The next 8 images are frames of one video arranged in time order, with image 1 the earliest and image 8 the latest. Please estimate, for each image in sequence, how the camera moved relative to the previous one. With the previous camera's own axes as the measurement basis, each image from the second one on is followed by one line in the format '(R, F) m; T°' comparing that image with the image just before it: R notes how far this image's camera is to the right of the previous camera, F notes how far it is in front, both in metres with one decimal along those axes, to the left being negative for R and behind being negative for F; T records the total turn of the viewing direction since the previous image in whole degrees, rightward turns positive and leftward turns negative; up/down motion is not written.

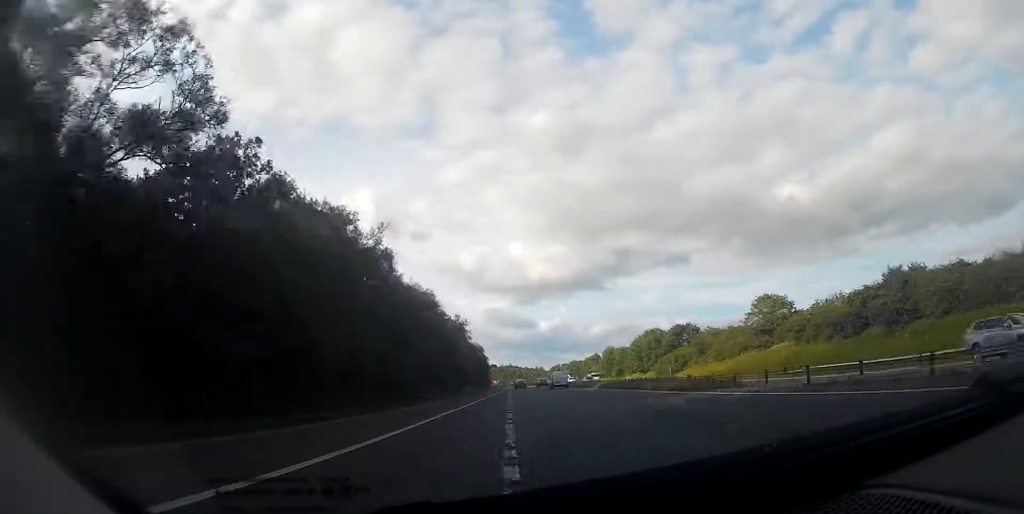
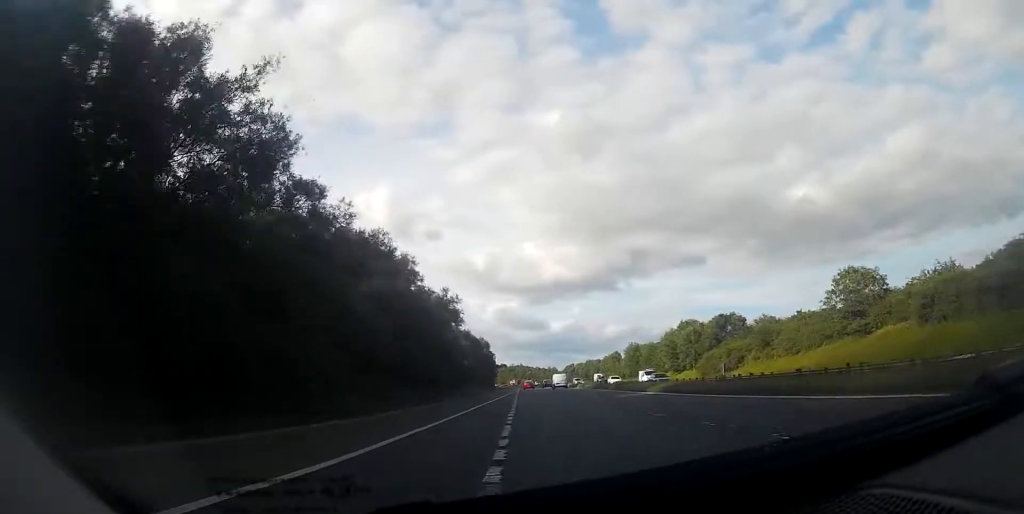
(0.0, +21.9) m; 0°
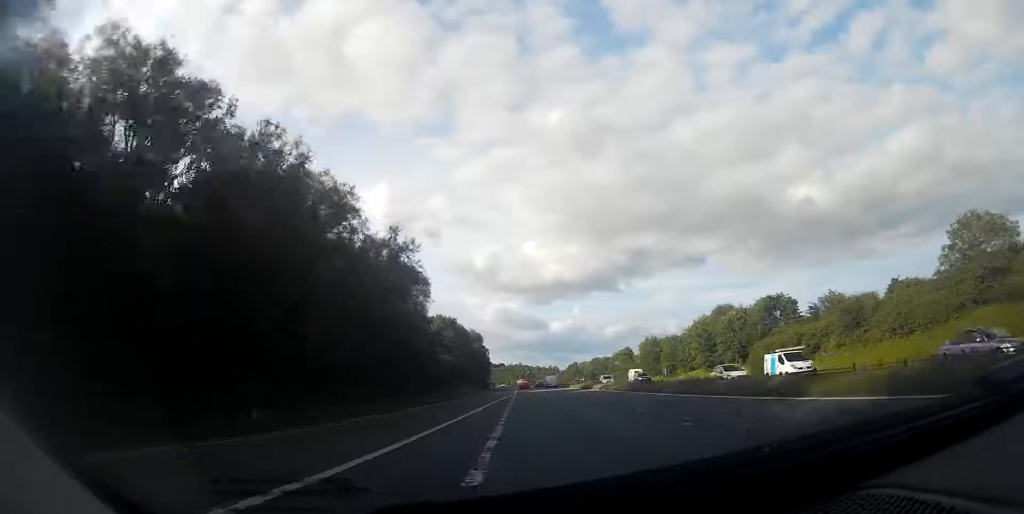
(-0.1, +21.9) m; -1°
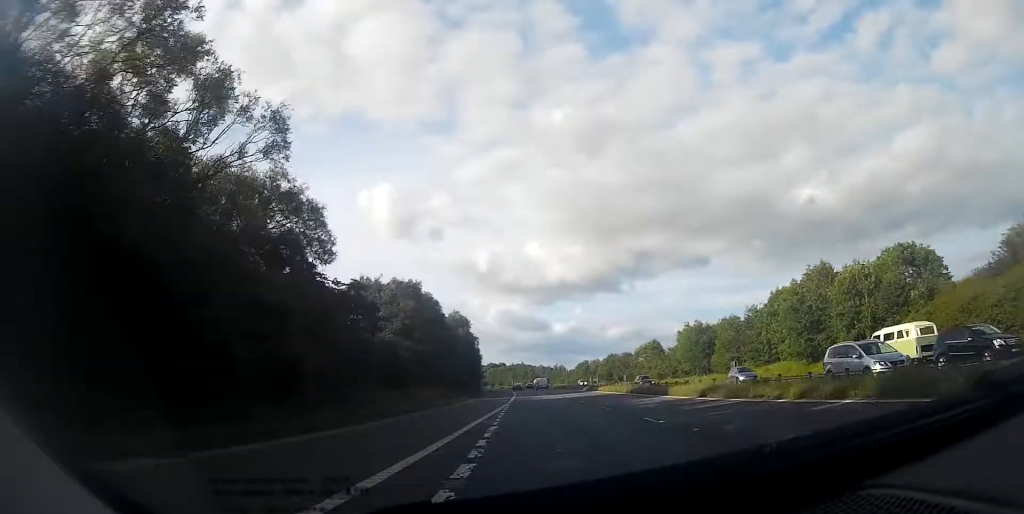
(-0.3, +33.0) m; -1°
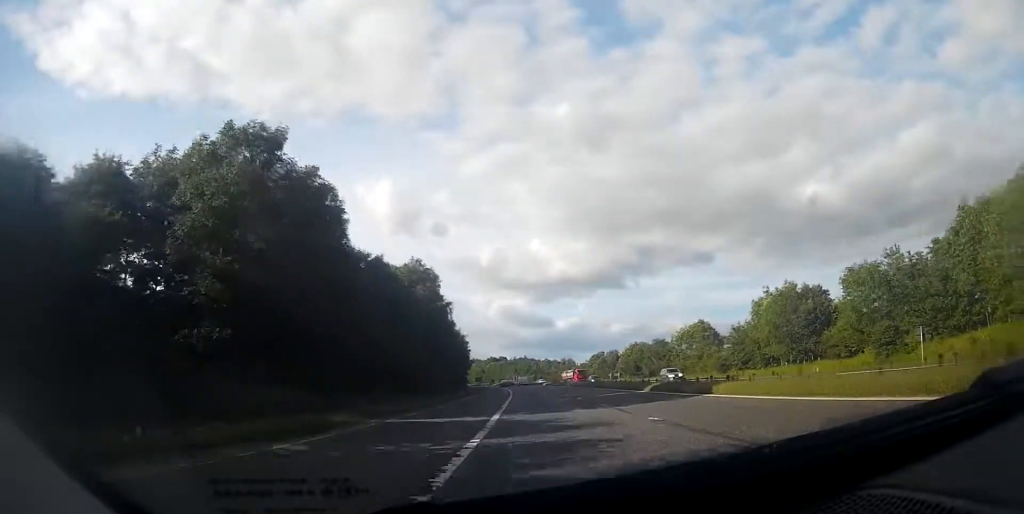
(0.0, +35.6) m; 0°
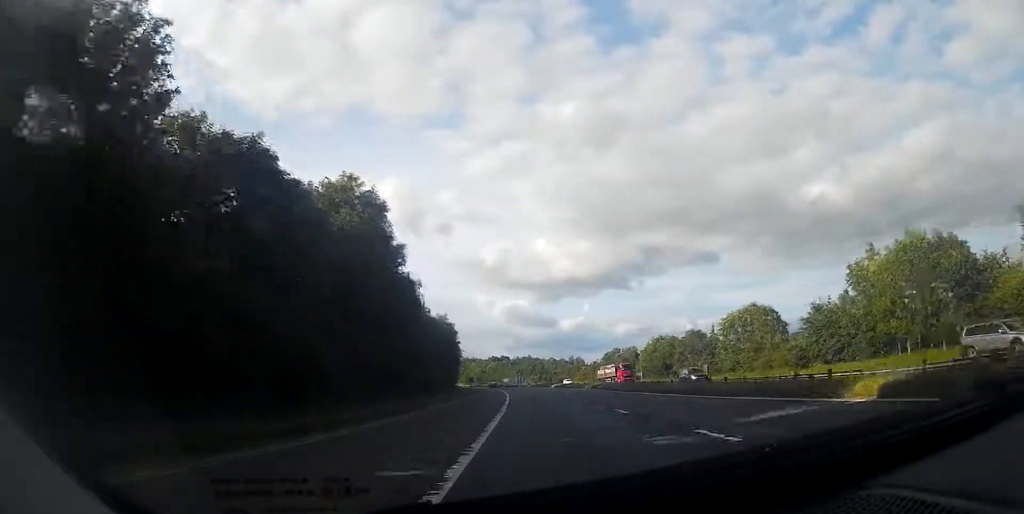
(0.0, +23.7) m; 0°
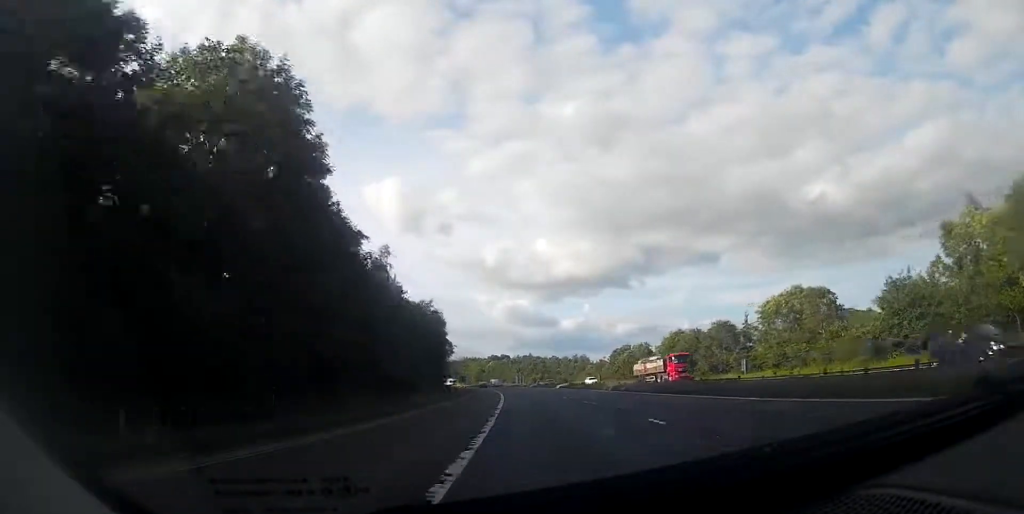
(0.0, +14.3) m; 0°
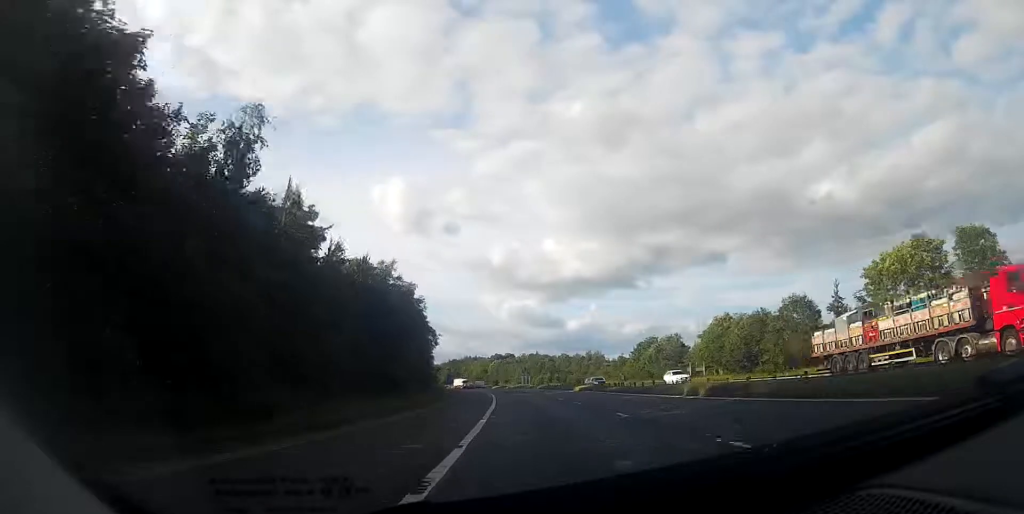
(-0.2, +23.5) m; 0°
